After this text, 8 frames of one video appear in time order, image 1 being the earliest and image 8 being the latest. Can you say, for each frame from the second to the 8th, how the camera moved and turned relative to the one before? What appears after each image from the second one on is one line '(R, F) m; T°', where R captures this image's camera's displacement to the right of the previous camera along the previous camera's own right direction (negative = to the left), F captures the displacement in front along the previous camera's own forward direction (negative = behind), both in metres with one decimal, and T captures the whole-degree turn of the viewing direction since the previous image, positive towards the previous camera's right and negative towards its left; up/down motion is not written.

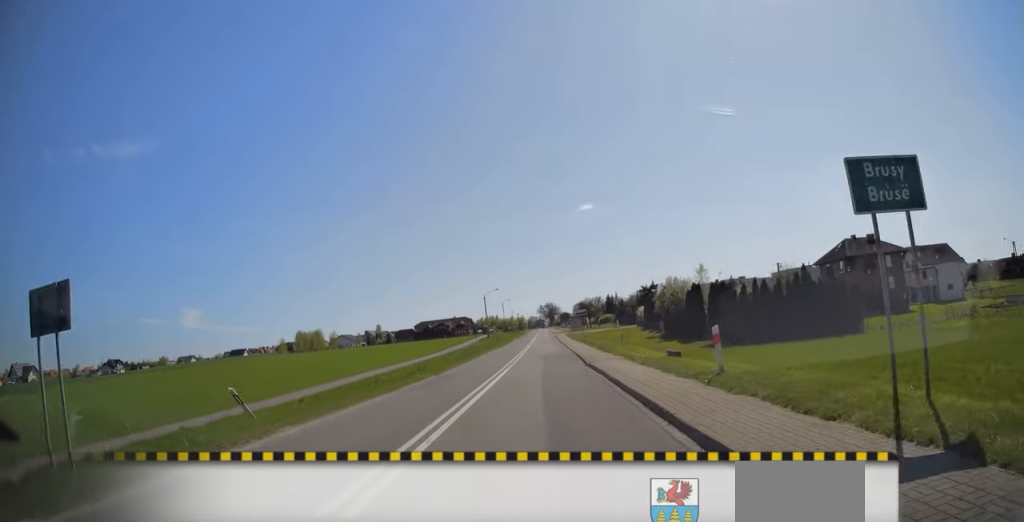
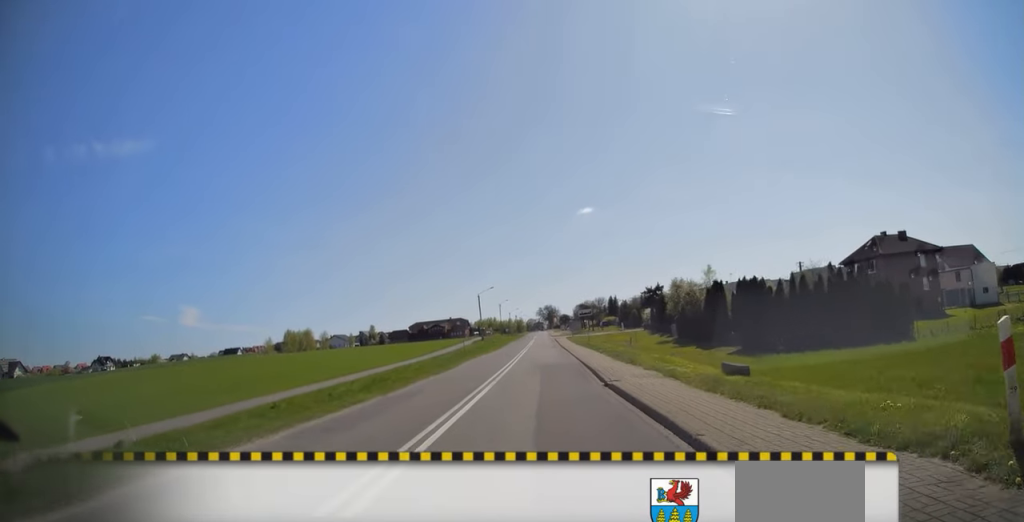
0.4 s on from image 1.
(0.0, +8.2) m; 0°
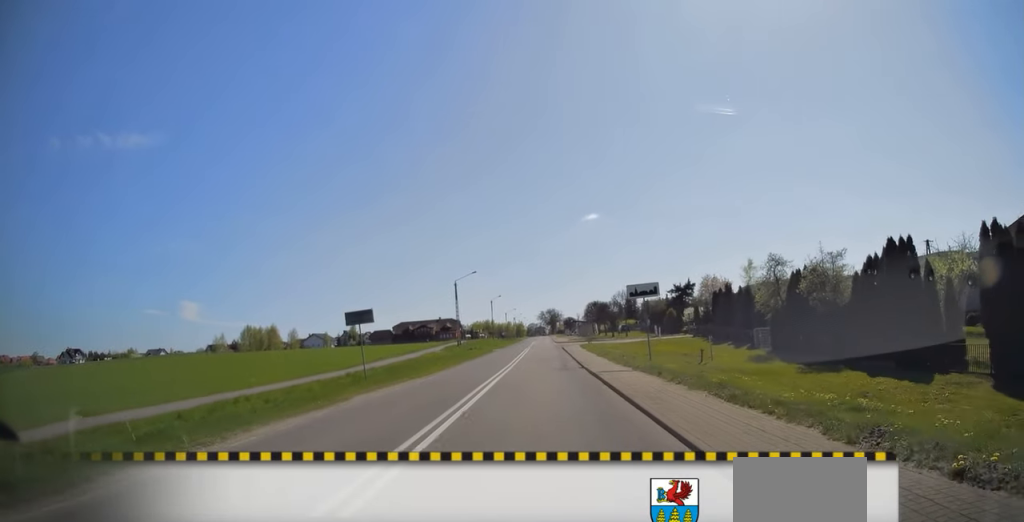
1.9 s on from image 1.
(0.0, +29.4) m; 0°
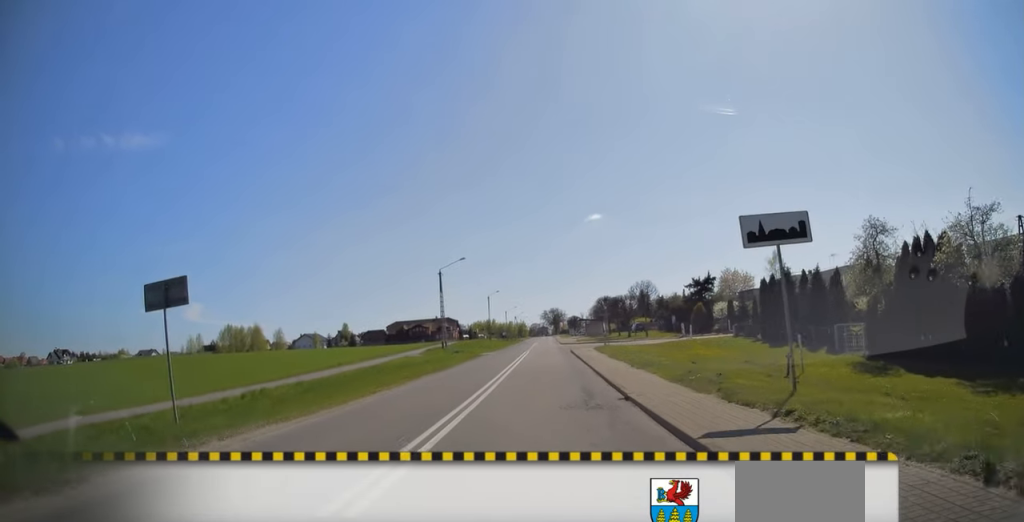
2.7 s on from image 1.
(-0.1, +13.0) m; 0°
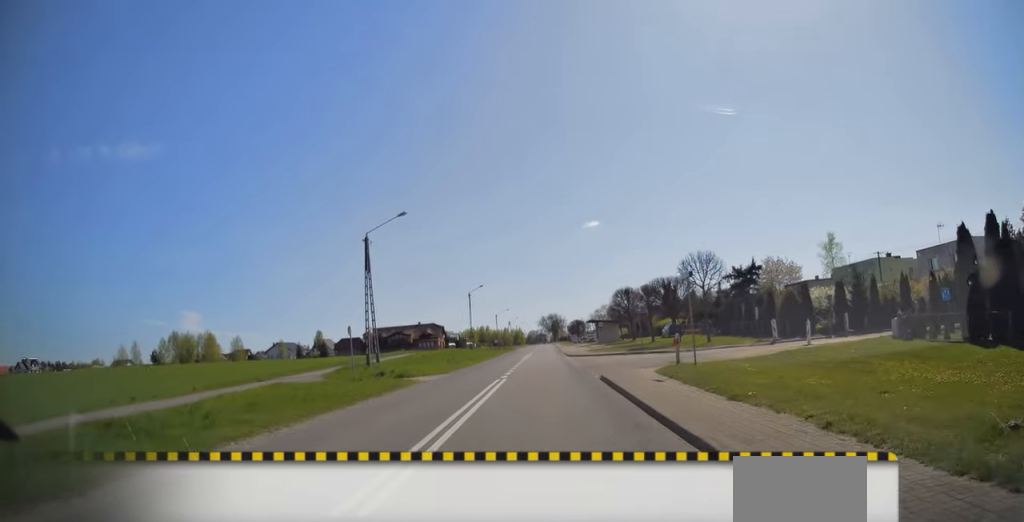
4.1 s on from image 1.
(+0.1, +24.8) m; 0°
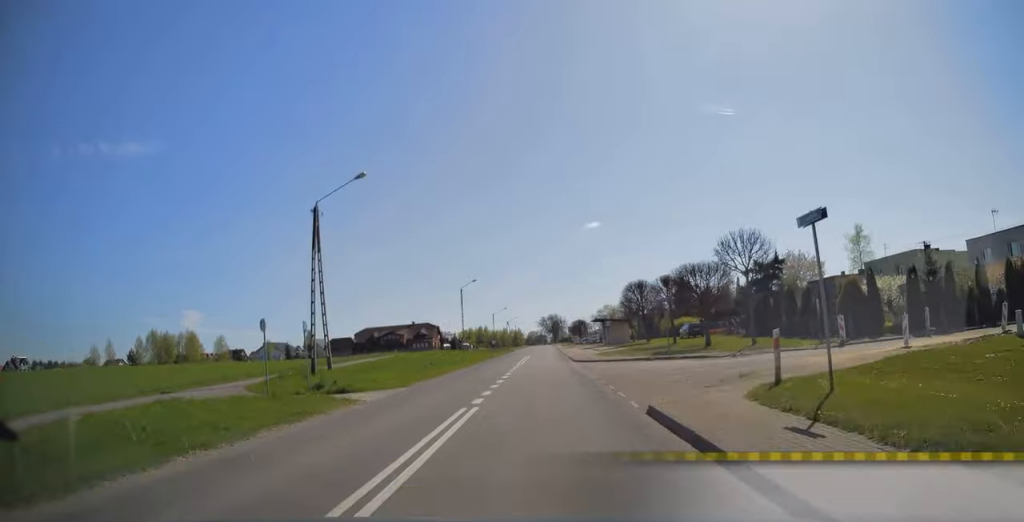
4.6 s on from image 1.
(0.0, +8.6) m; 0°
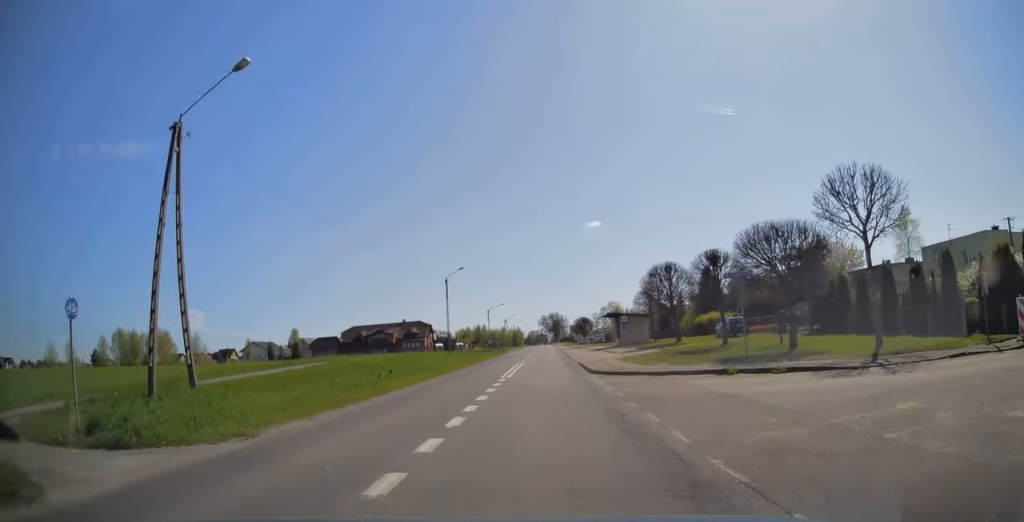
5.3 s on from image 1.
(0.0, +12.0) m; 0°
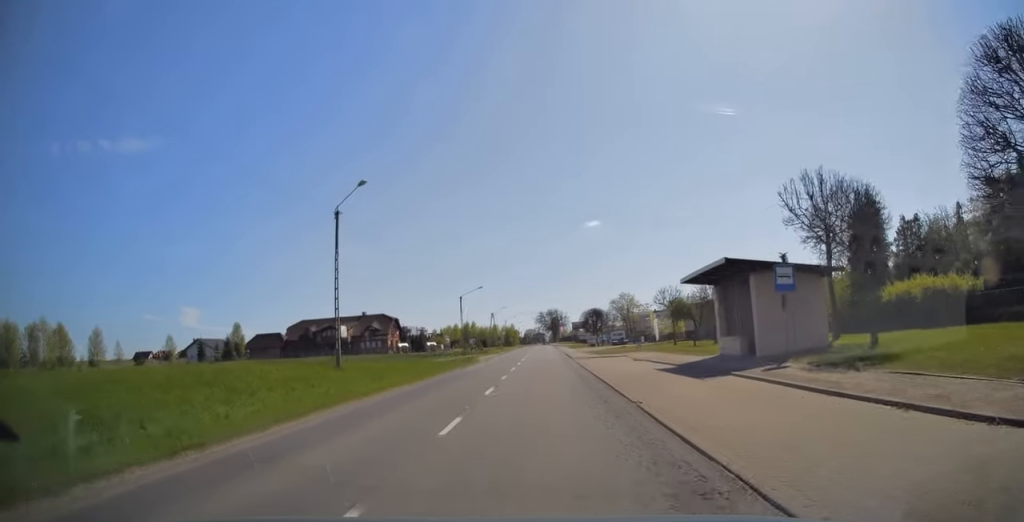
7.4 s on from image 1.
(0.0, +34.5) m; 0°
